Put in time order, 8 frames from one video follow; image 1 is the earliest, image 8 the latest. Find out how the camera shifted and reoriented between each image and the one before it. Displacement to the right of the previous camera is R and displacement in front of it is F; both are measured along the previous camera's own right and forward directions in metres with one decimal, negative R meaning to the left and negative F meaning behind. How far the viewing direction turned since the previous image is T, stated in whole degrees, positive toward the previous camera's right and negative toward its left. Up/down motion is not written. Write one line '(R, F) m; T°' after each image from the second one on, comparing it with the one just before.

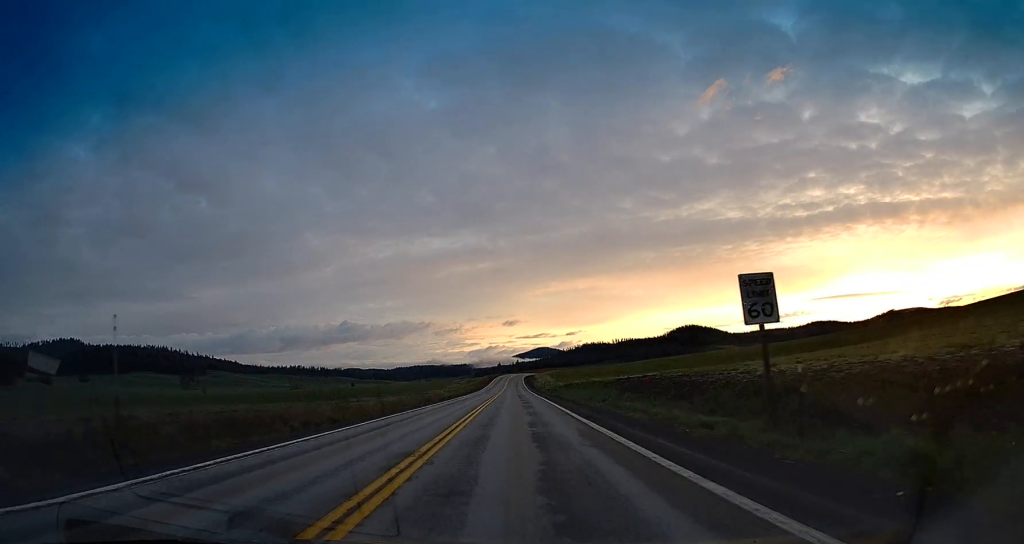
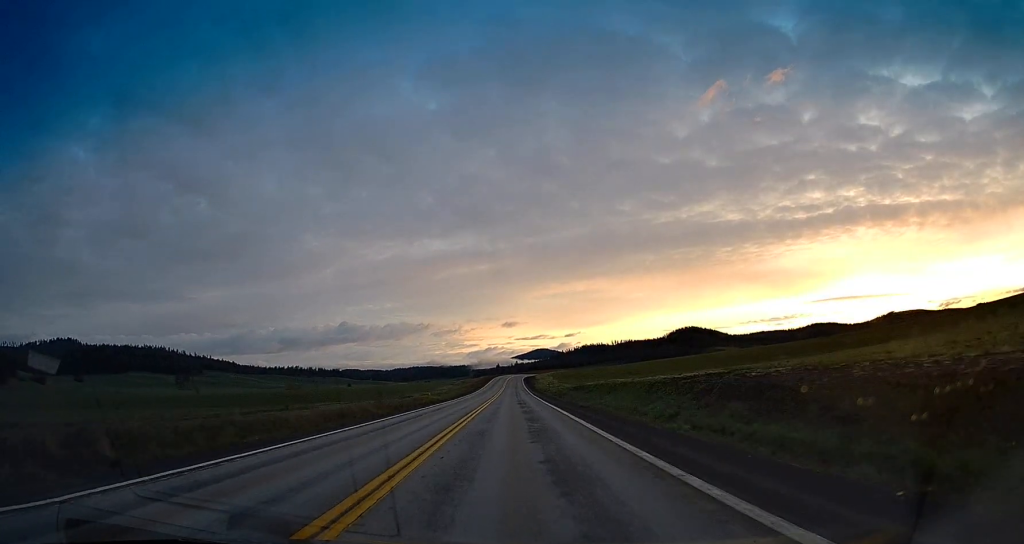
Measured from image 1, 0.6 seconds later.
(-0.1, +16.2) m; 0°
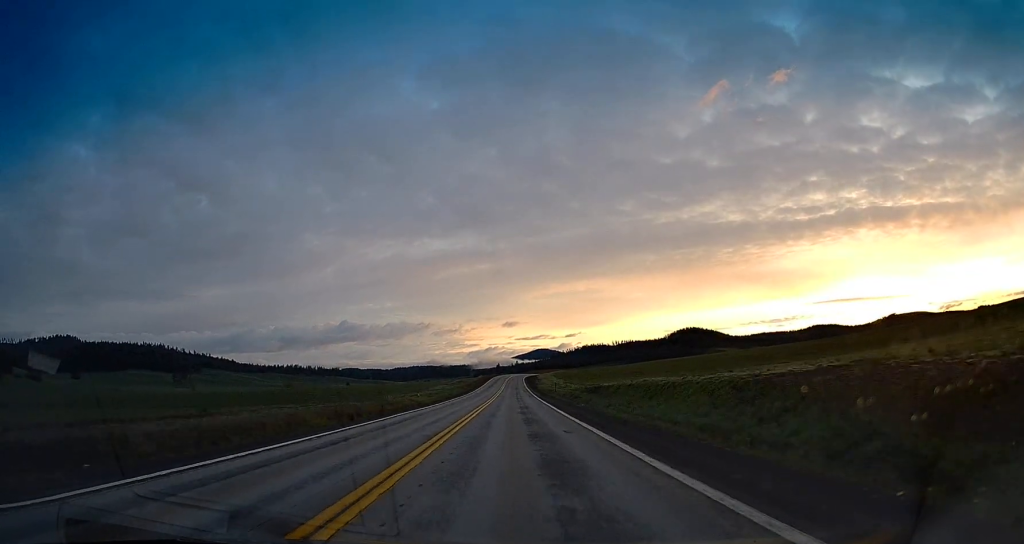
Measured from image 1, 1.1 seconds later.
(0.0, +12.5) m; 0°
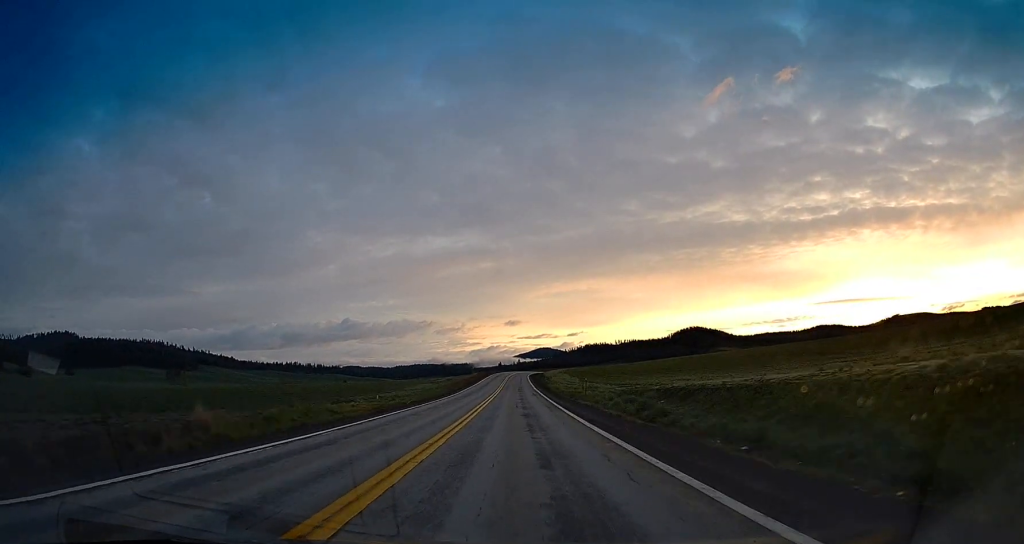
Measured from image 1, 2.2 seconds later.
(+0.2, +29.2) m; +1°
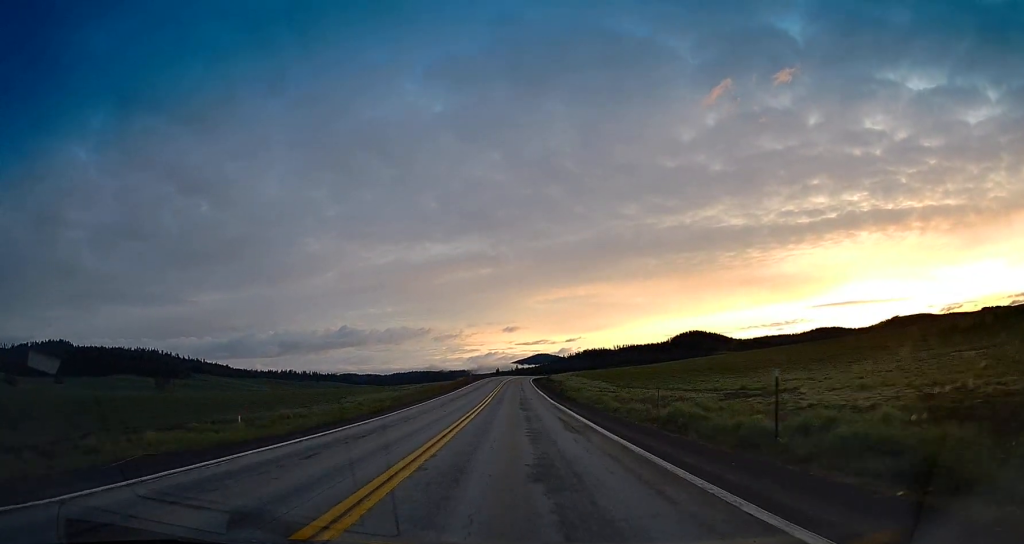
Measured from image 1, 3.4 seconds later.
(+0.2, +32.7) m; 0°
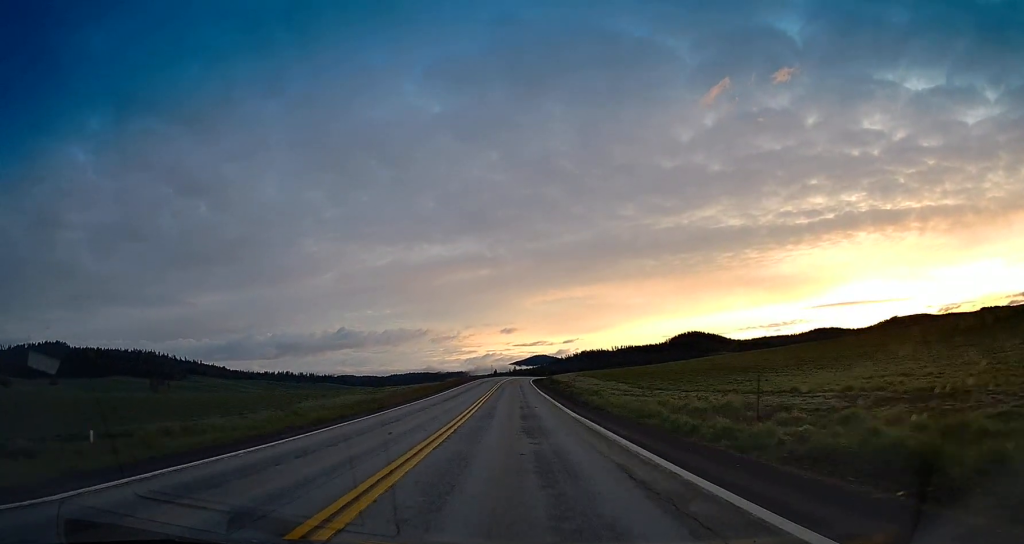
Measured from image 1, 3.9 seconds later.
(0.0, +12.4) m; 0°
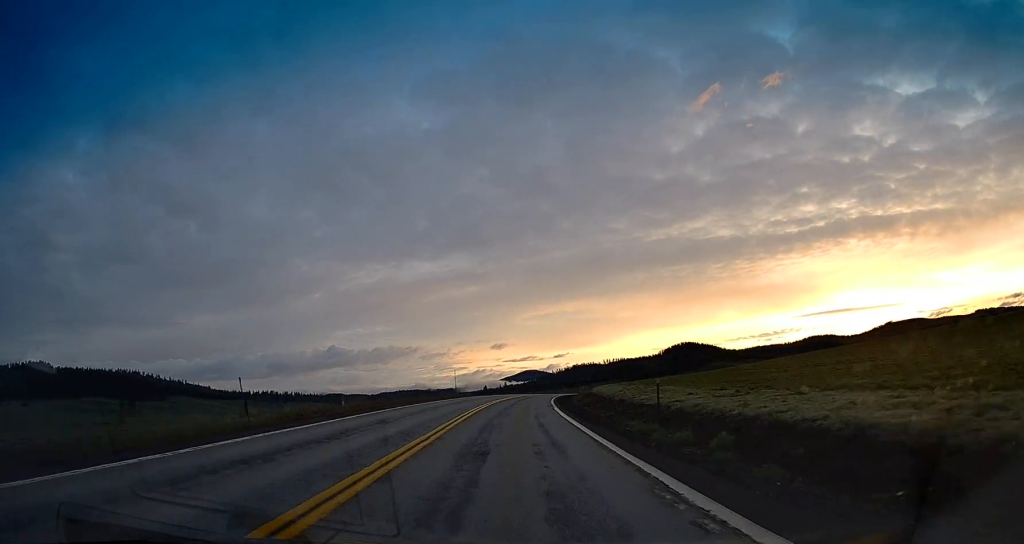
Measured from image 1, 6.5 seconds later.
(-0.4, +70.8) m; 0°
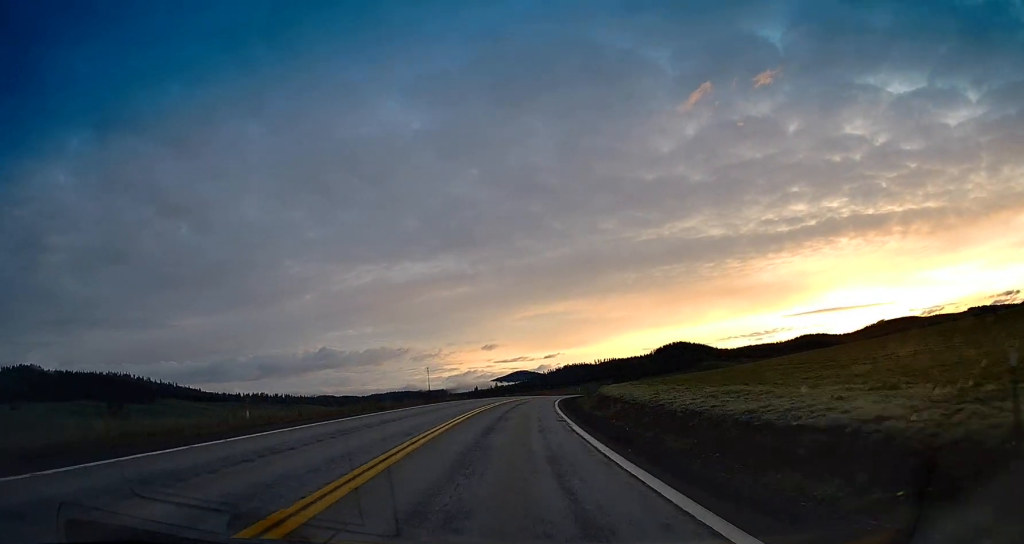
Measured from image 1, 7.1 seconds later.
(0.0, +14.1) m; +1°
